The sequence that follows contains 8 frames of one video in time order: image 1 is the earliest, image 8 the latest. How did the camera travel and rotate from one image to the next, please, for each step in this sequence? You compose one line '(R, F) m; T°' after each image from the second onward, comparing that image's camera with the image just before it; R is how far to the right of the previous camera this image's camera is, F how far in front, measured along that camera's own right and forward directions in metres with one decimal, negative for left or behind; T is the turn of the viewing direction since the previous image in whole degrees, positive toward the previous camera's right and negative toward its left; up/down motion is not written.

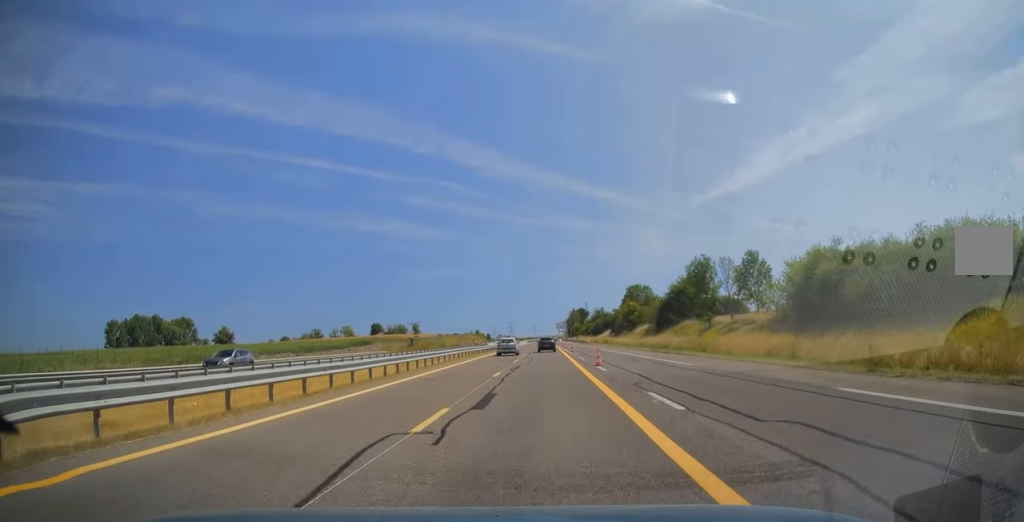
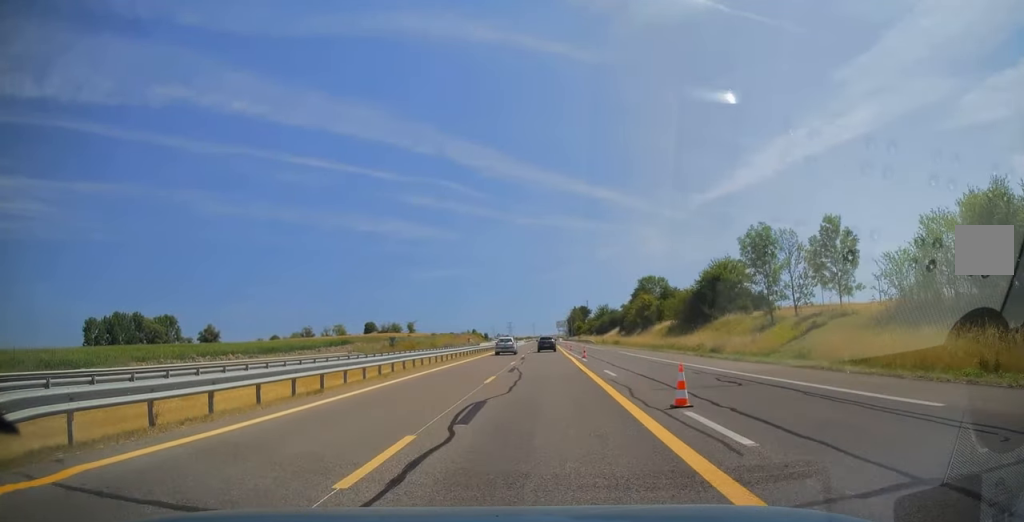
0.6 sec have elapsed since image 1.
(-0.3, +16.5) m; 0°
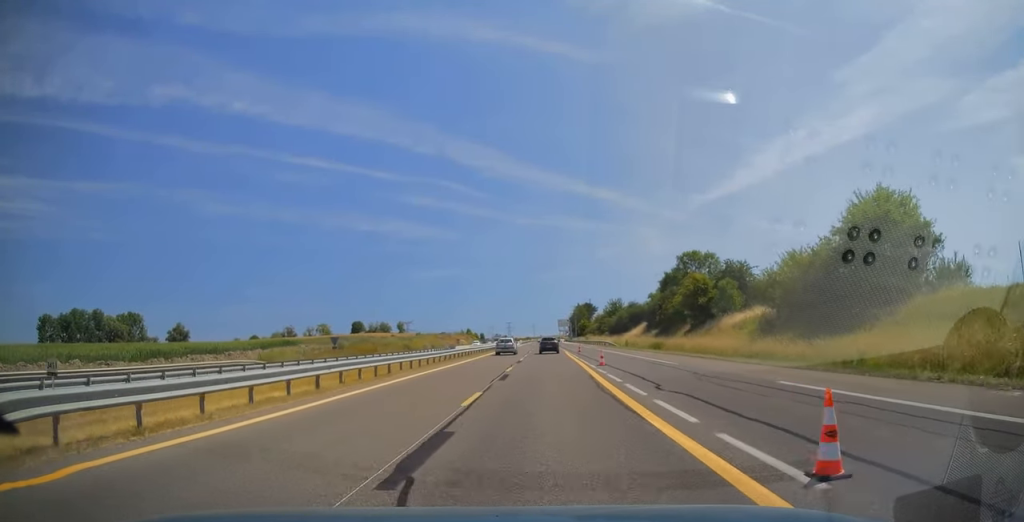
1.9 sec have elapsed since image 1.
(+0.6, +32.2) m; +1°
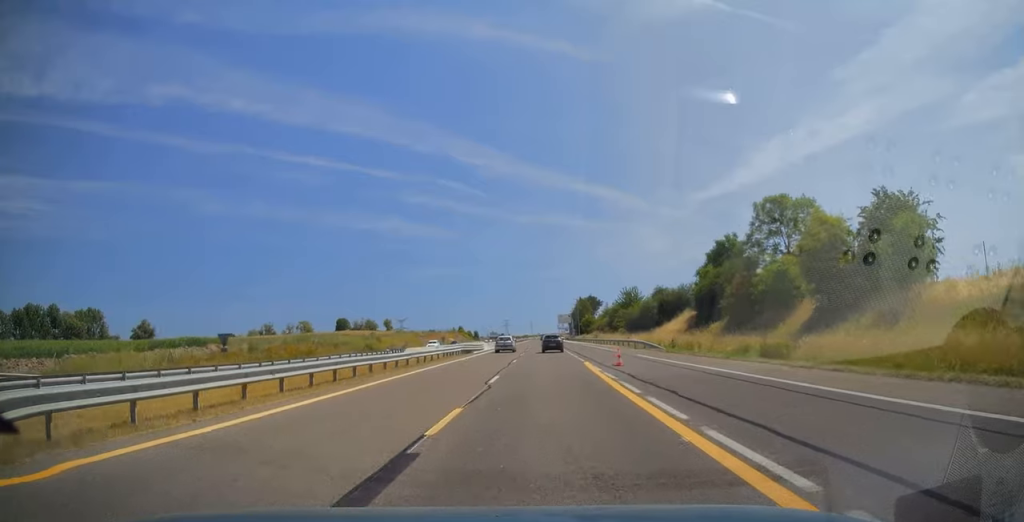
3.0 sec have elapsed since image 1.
(0.0, +30.0) m; 0°
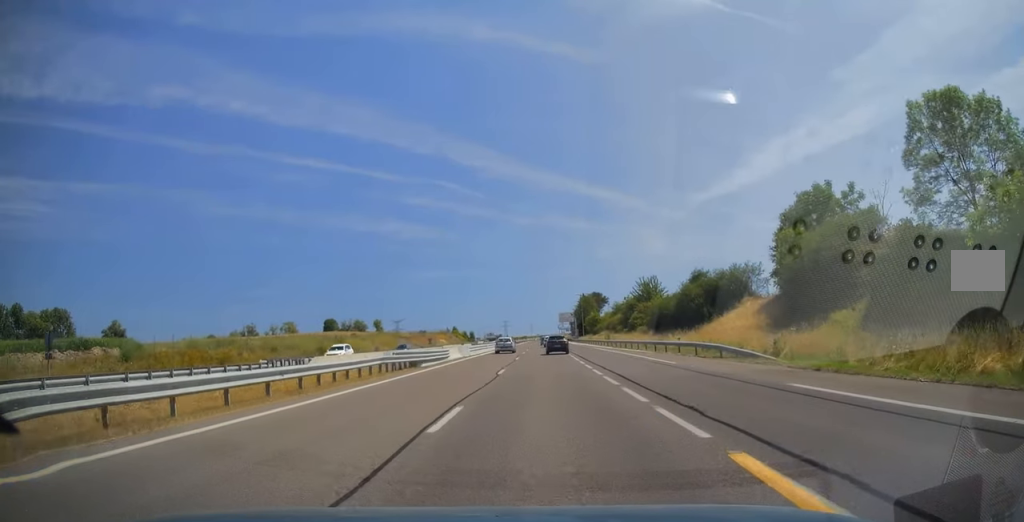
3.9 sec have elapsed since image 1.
(0.0, +23.0) m; 0°
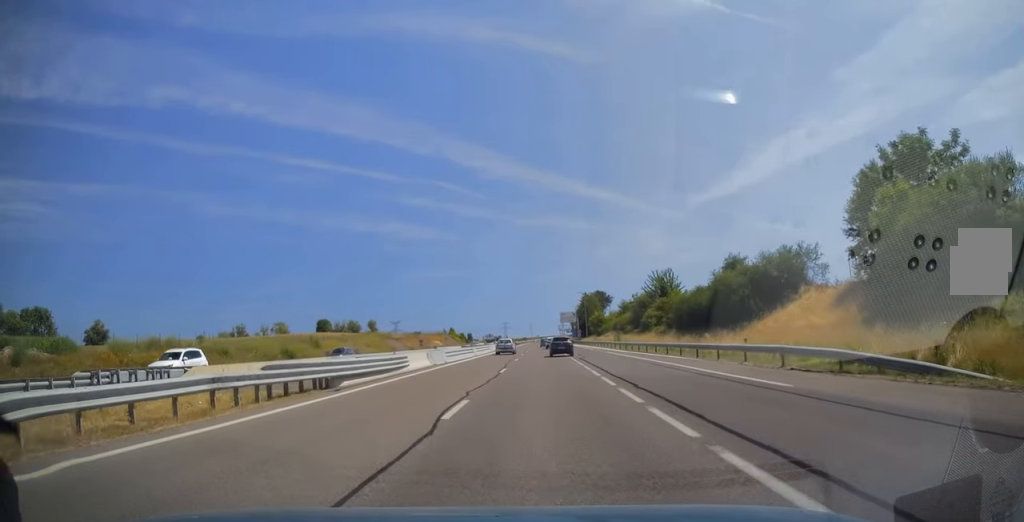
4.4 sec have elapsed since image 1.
(0.0, +12.6) m; 0°
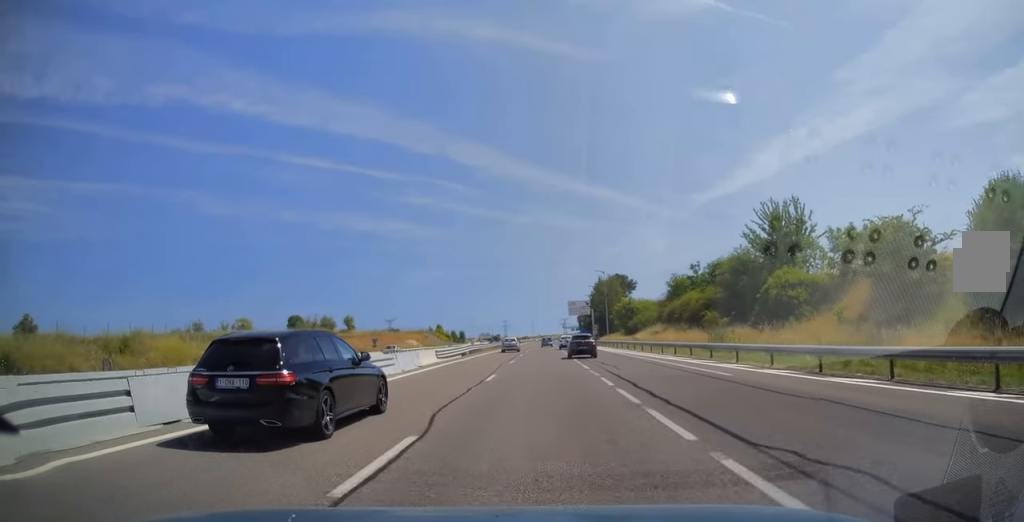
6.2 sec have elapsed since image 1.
(0.0, +47.3) m; 0°
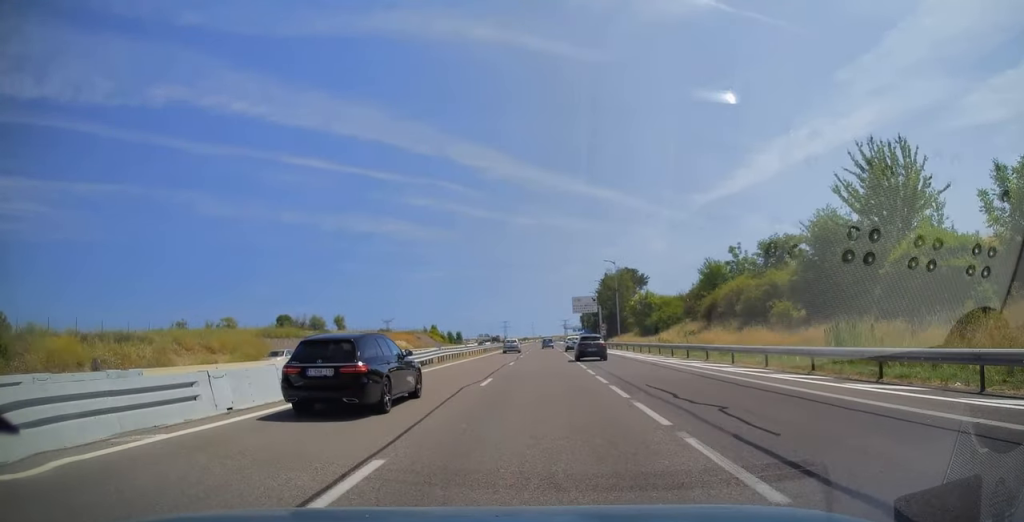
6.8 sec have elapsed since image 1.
(0.0, +15.6) m; 0°
